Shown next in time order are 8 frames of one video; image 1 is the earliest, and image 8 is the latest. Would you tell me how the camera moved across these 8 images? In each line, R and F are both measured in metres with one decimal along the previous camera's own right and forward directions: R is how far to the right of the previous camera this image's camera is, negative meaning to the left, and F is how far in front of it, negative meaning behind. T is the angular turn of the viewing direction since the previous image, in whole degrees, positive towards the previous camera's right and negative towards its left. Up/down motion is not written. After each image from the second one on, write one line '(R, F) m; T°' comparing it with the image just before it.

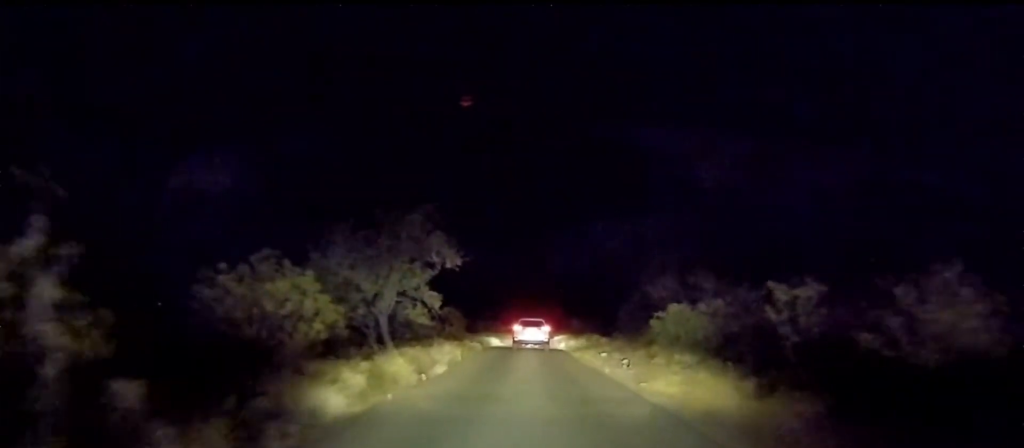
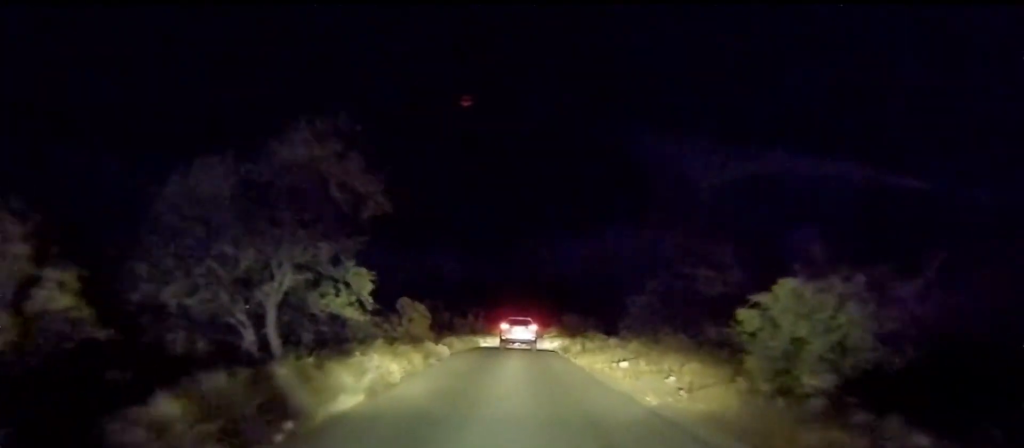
(0.0, +7.0) m; +1°
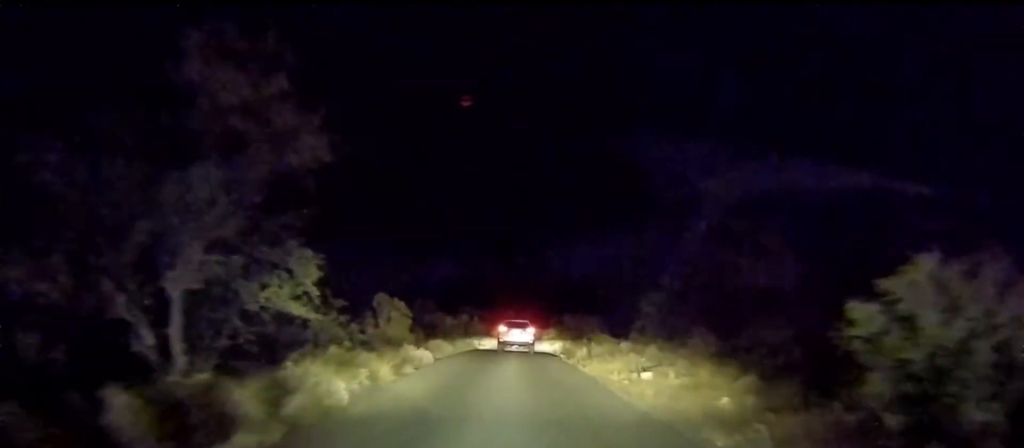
(0.0, +3.0) m; +1°
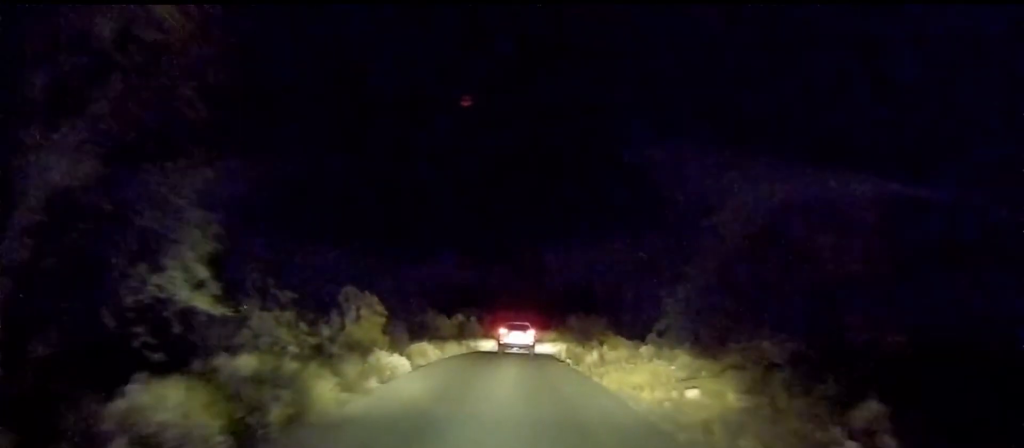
(0.0, +3.3) m; +1°
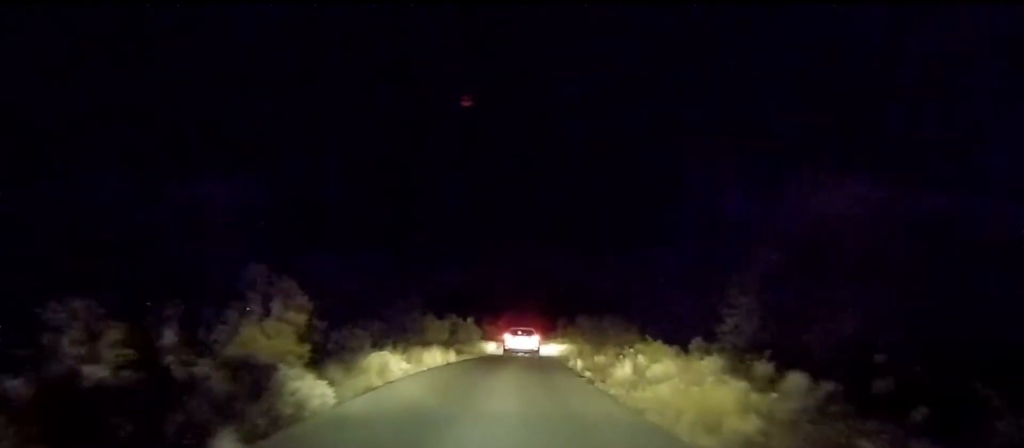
(+0.2, +5.3) m; 0°
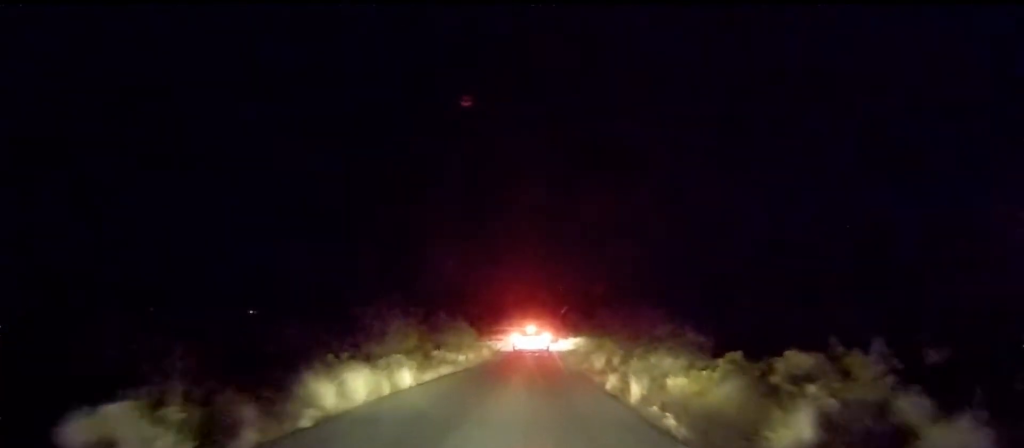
(-0.3, +8.5) m; -3°
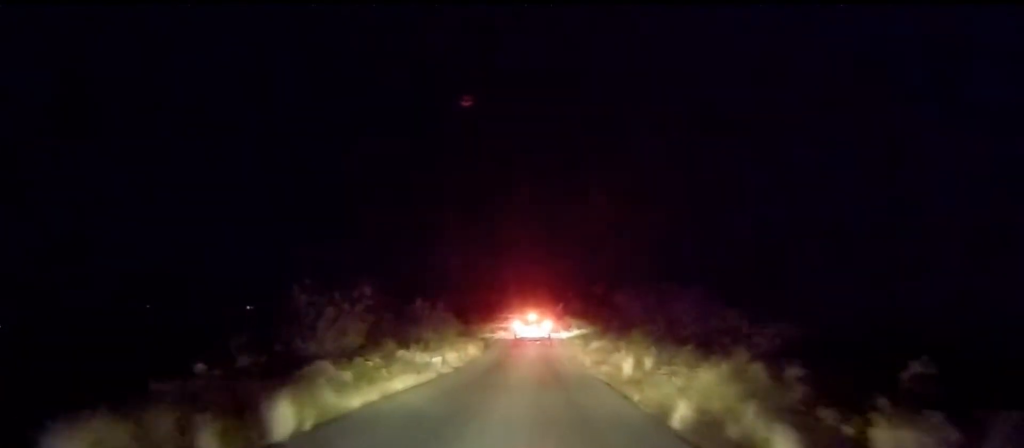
(0.0, +5.9) m; 0°
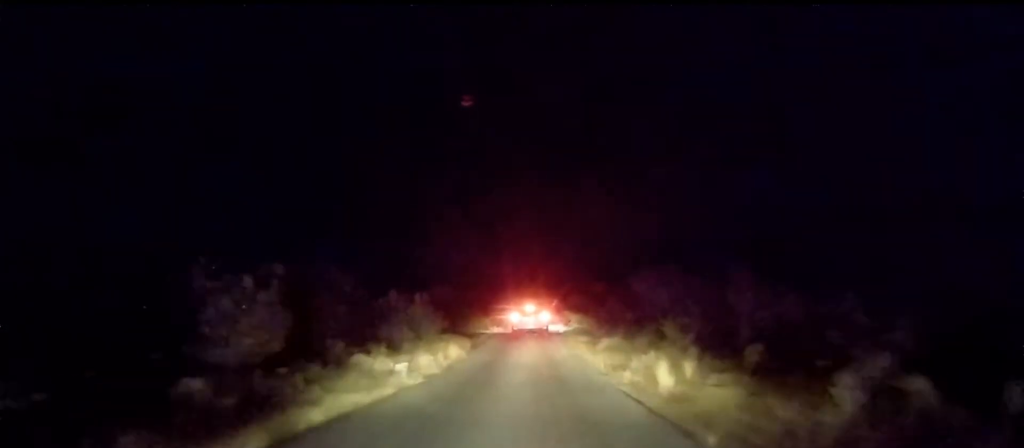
(0.0, +4.1) m; +1°
